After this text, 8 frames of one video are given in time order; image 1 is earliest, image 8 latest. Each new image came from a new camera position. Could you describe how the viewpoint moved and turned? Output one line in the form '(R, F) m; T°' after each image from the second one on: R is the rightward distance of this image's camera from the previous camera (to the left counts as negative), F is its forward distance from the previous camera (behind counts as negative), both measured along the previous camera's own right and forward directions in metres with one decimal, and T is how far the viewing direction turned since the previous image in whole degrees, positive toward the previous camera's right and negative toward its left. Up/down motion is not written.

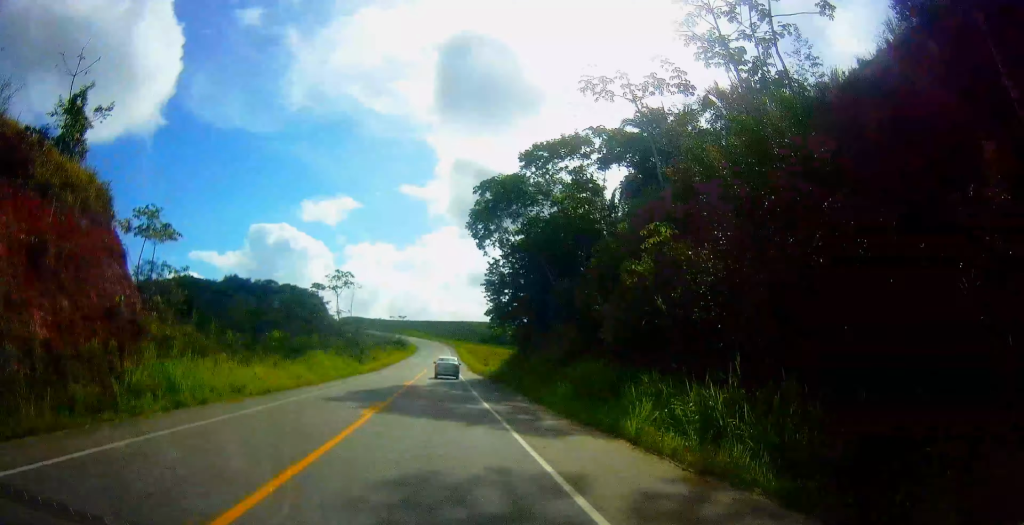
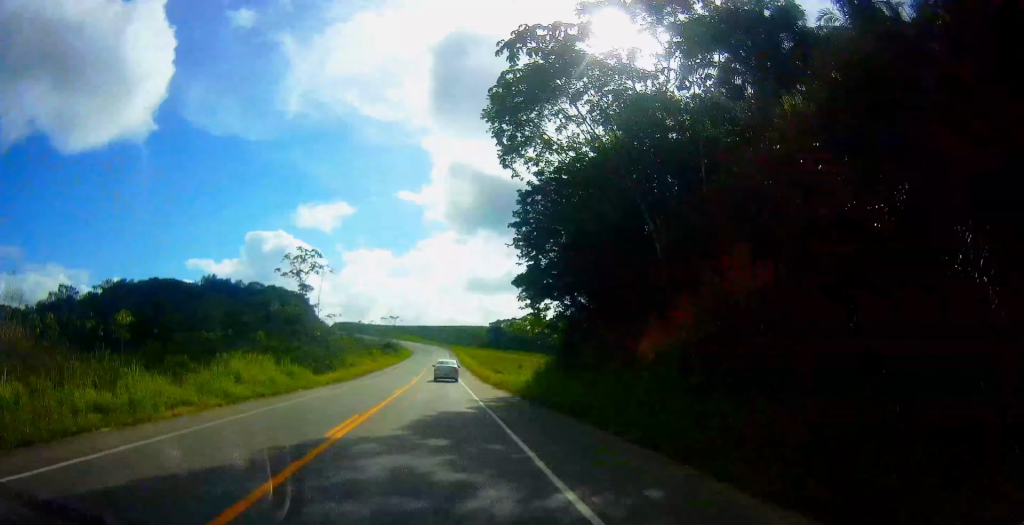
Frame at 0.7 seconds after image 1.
(+0.6, +20.3) m; 0°
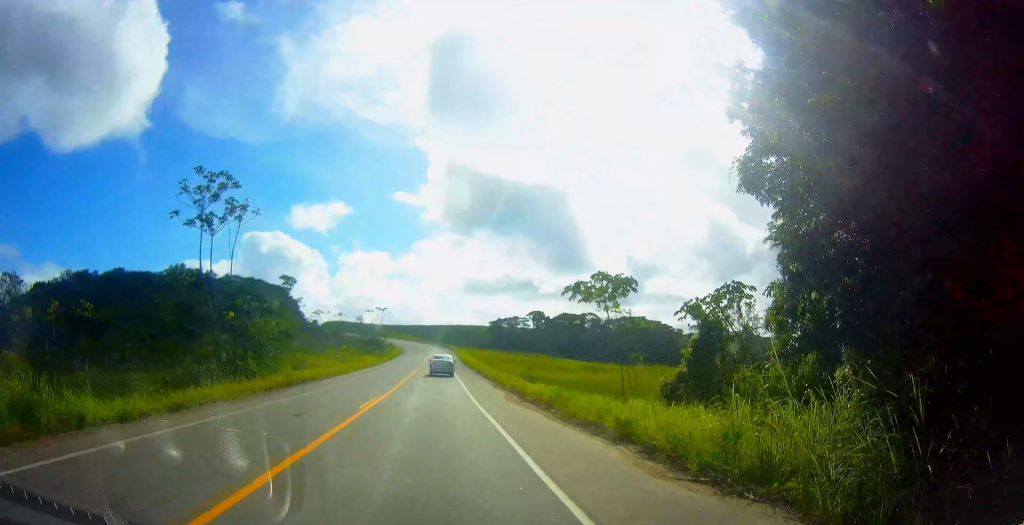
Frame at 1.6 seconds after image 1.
(0.0, +26.2) m; -1°
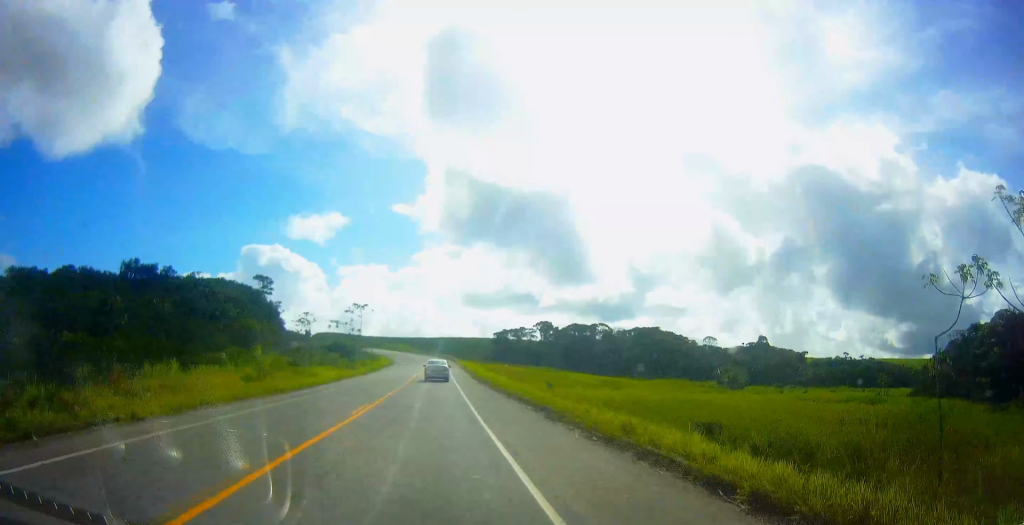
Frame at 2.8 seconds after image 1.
(-0.3, +32.0) m; 0°
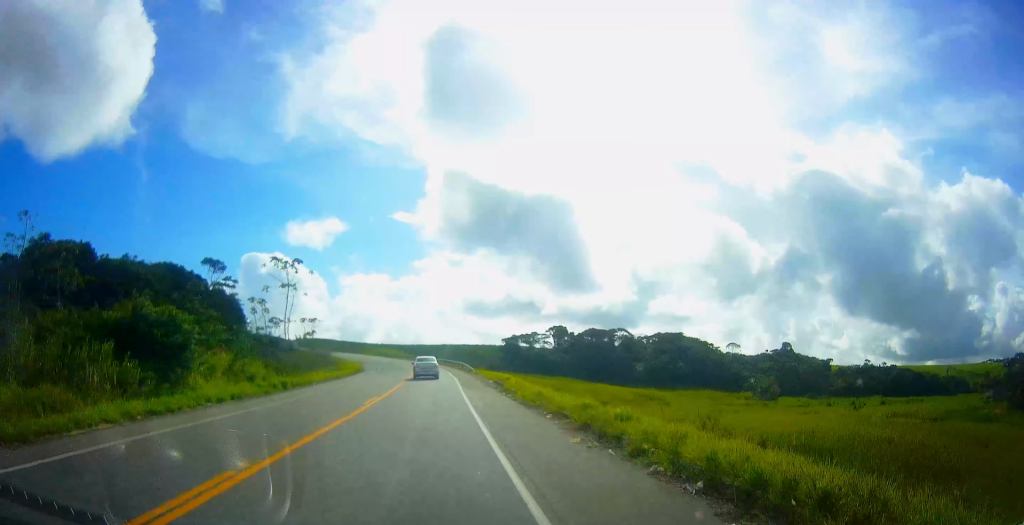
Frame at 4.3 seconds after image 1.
(+0.6, +44.6) m; 0°
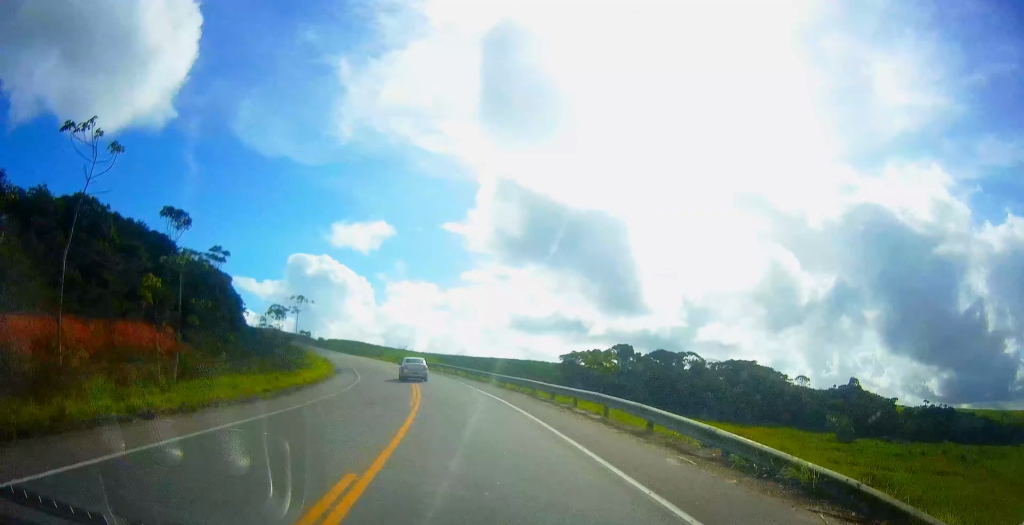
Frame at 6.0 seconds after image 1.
(-0.8, +47.4) m; -1°
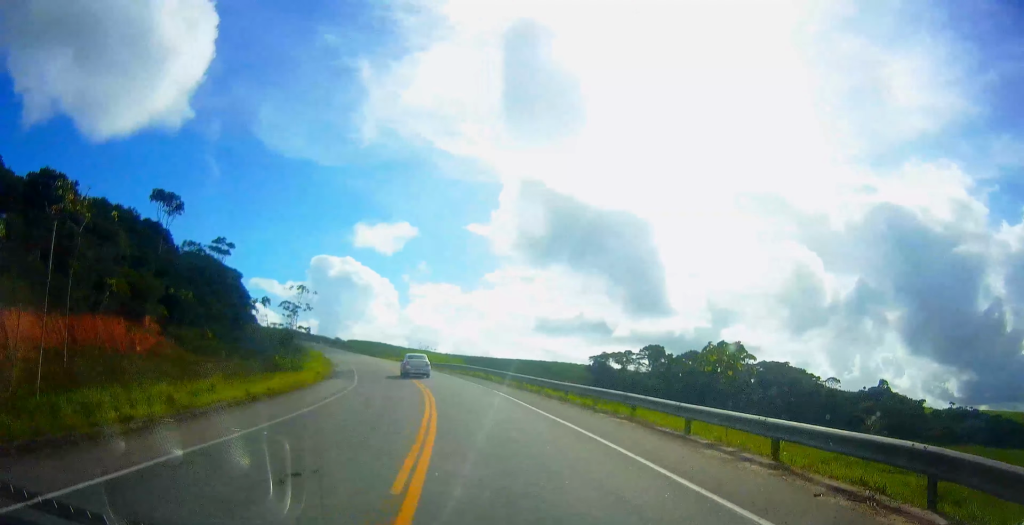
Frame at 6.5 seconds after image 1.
(-0.1, +12.5) m; -1°
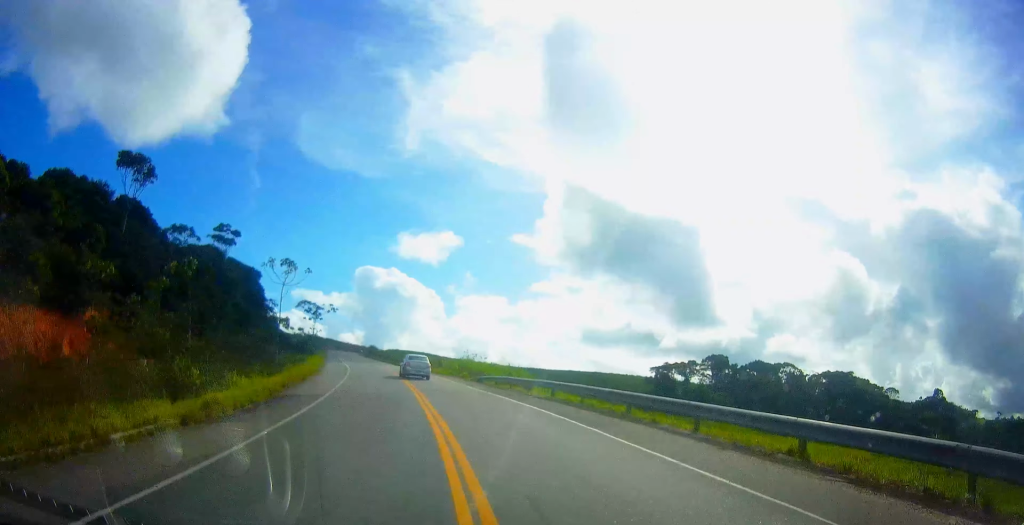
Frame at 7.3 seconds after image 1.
(-0.3, +22.7) m; -3°
